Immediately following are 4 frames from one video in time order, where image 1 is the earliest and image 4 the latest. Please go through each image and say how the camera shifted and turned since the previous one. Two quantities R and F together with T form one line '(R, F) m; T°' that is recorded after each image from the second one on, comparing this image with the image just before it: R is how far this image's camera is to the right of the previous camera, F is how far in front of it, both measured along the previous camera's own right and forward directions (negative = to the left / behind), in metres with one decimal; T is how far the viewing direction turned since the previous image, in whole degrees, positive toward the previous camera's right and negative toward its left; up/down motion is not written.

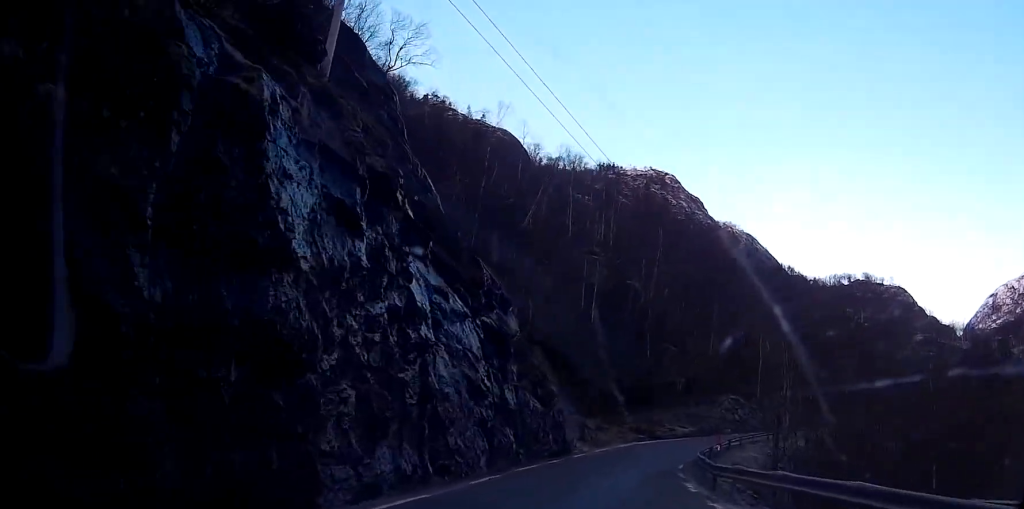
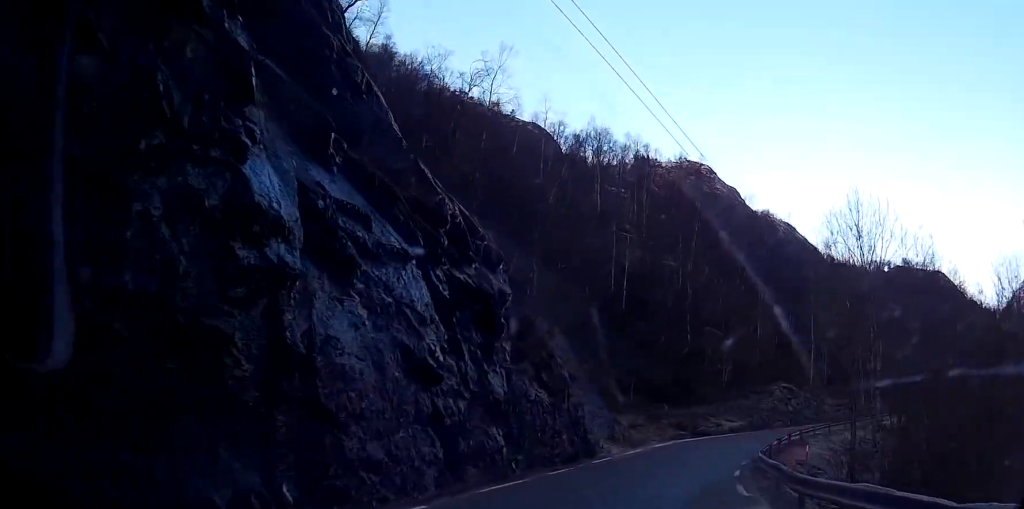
(-0.6, +15.4) m; +2°
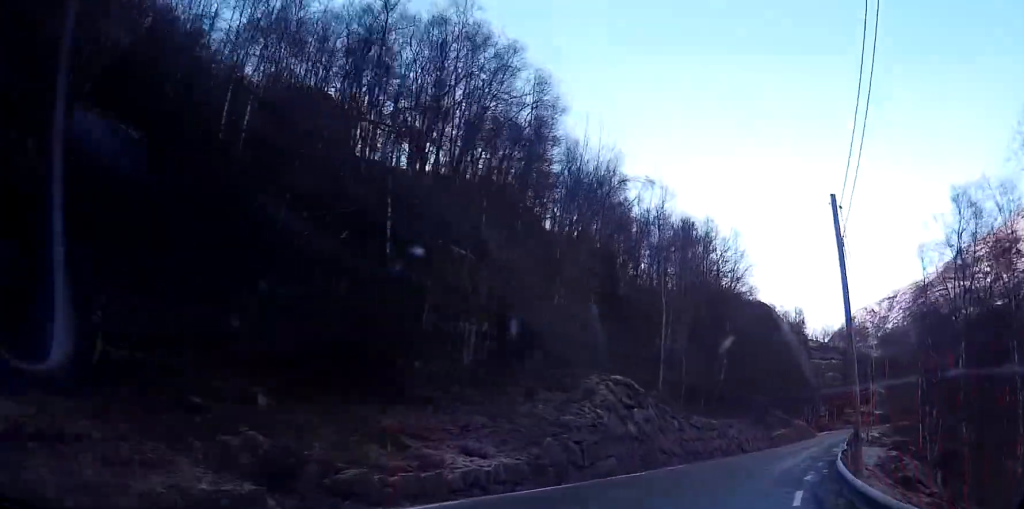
(+7.7, +56.3) m; +21°
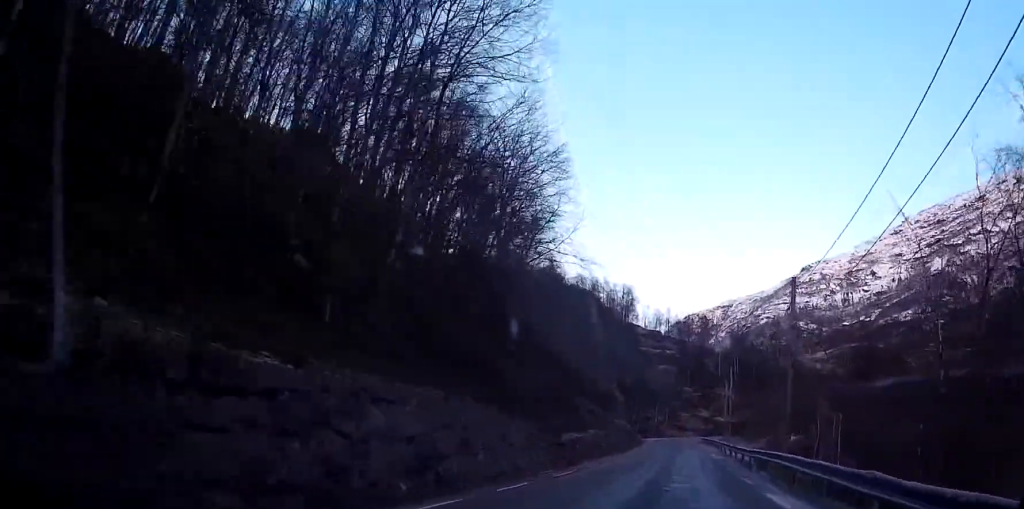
(+7.2, +42.1) m; +15°
